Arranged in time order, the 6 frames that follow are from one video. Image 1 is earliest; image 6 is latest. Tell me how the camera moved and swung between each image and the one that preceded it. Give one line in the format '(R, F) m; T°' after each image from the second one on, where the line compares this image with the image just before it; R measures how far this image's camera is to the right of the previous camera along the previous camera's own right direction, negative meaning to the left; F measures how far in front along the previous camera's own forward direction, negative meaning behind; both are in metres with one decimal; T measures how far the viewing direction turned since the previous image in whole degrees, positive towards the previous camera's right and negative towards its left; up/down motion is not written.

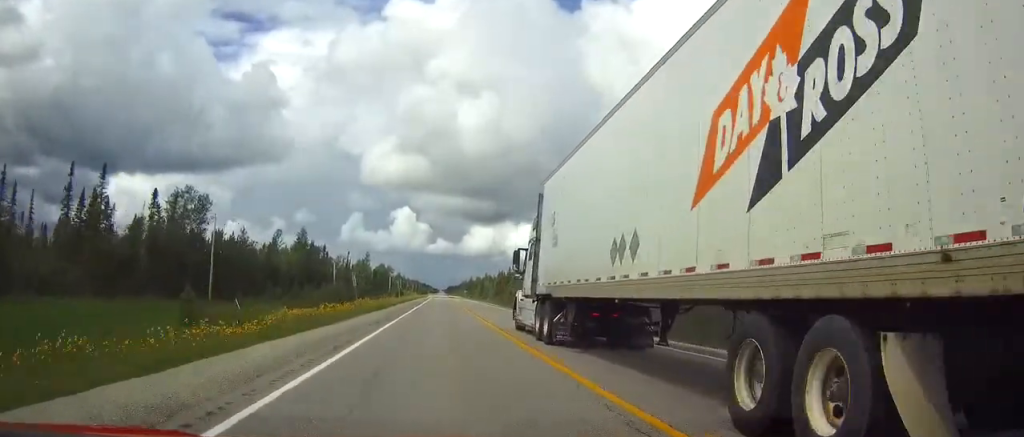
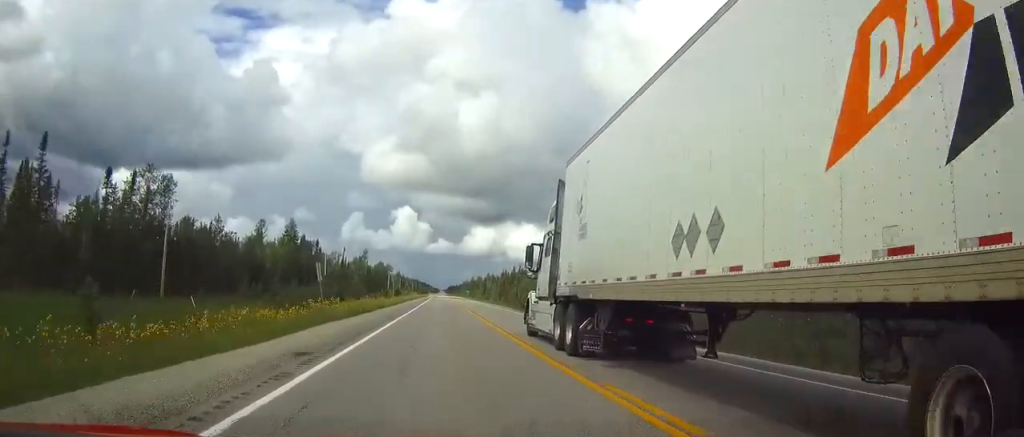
(0.0, +14.3) m; 0°
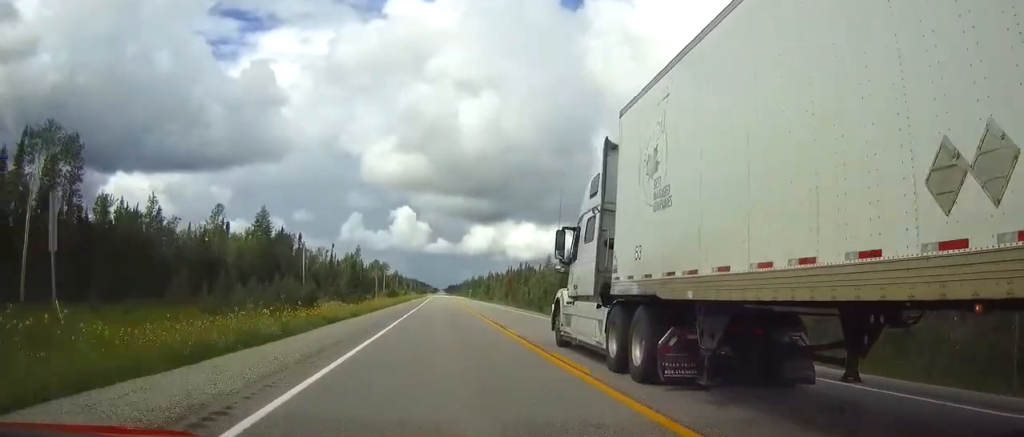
(0.0, +24.1) m; 0°
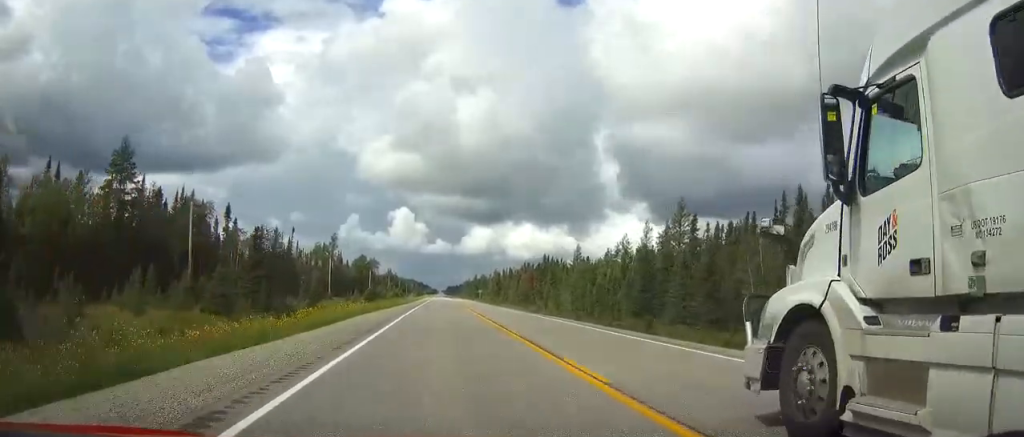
(+0.4, +59.2) m; +1°
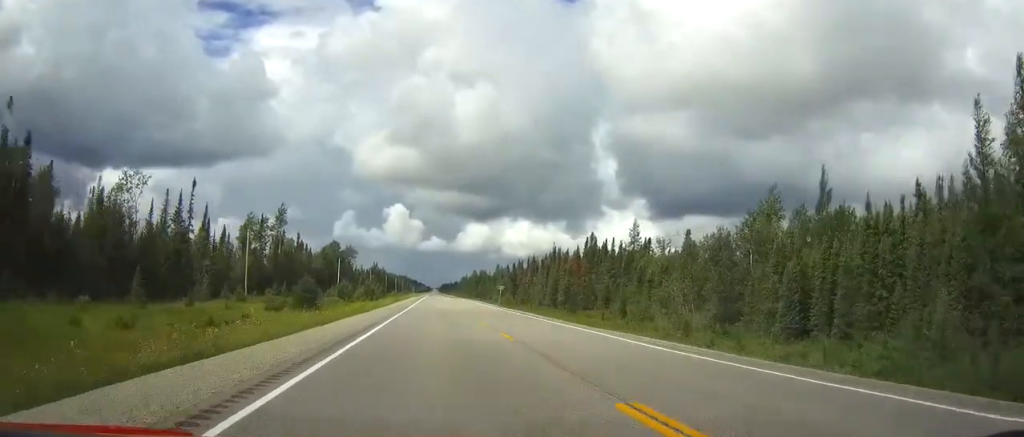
(0.0, +65.5) m; 0°
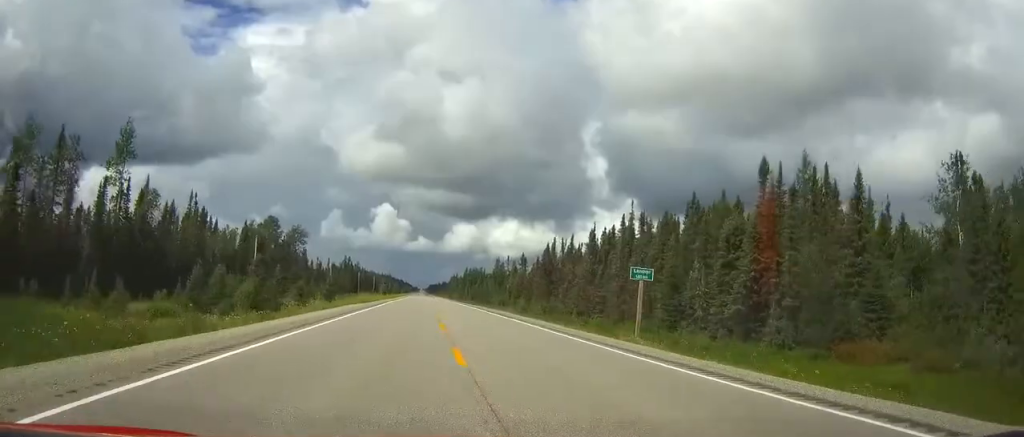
(+0.9, +73.5) m; +1°
